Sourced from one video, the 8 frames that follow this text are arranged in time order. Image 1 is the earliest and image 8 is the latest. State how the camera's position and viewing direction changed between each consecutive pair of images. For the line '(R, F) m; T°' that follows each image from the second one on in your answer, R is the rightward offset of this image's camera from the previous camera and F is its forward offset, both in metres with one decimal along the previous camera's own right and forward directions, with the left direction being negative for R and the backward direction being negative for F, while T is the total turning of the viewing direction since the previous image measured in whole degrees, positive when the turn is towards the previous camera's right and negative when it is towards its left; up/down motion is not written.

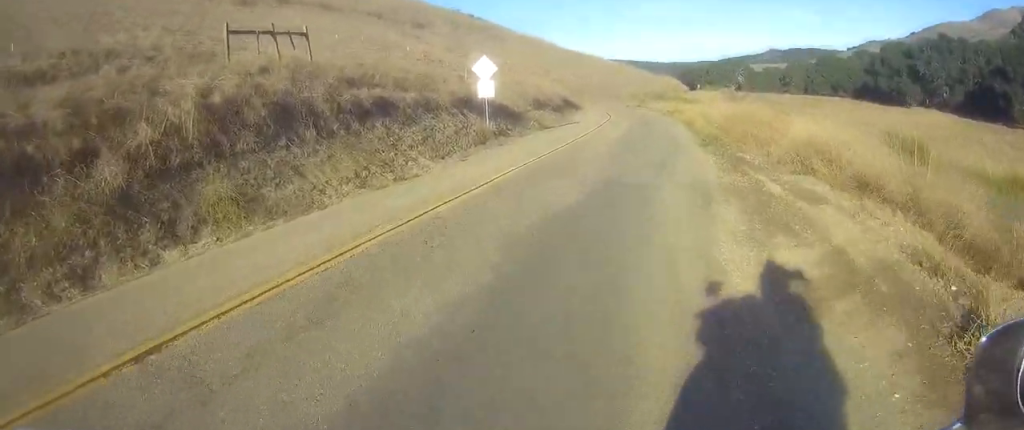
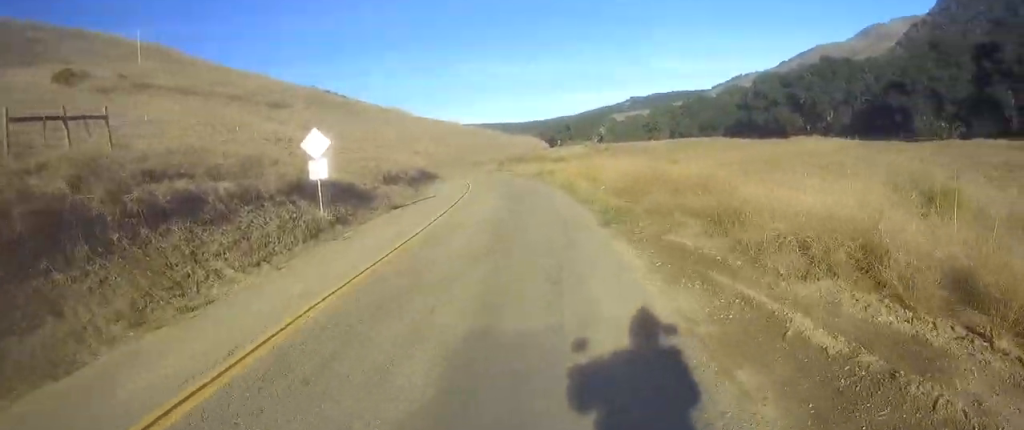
(+2.2, +4.3) m; +32°
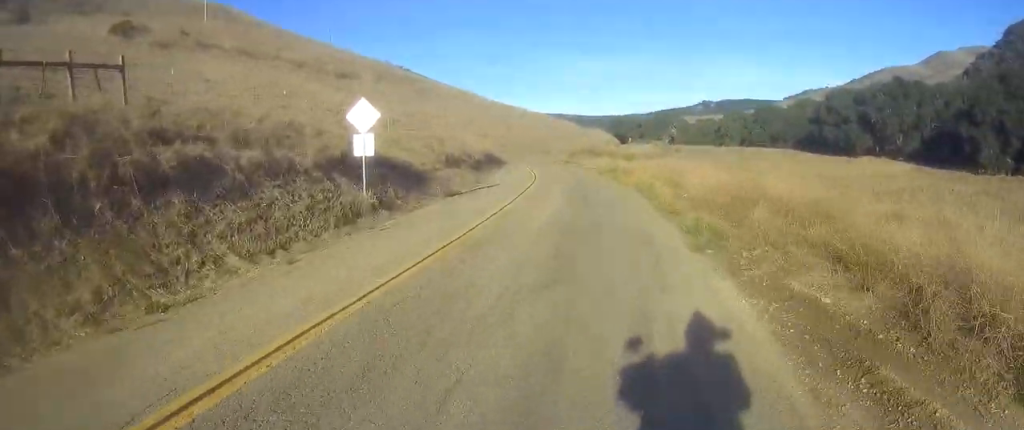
(-0.1, +2.8) m; +6°
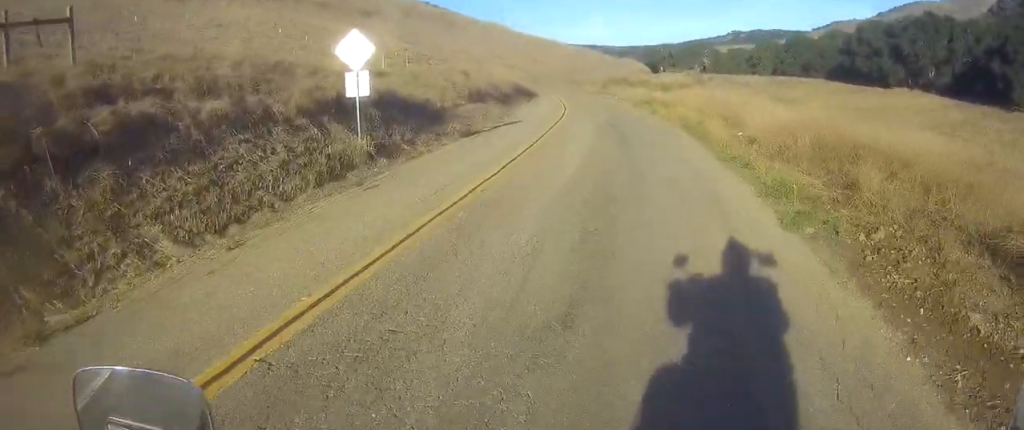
(+0.3, +2.8) m; +6°
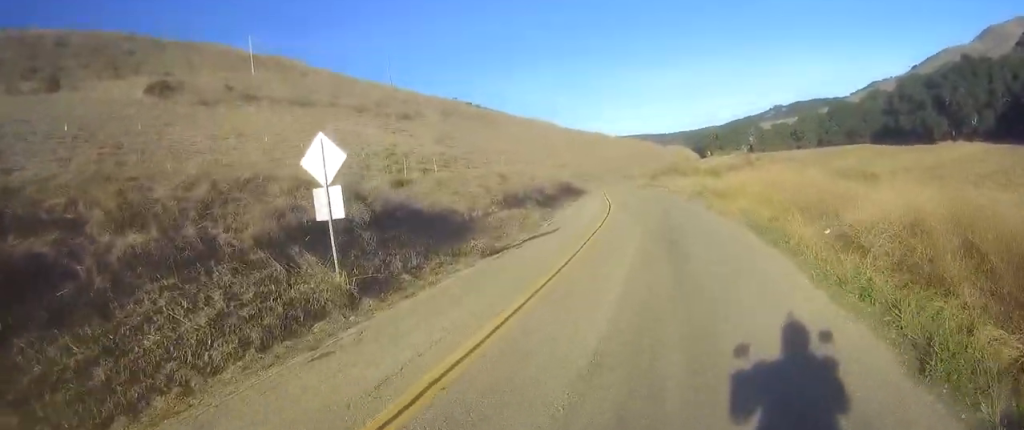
(+0.3, +3.2) m; +5°
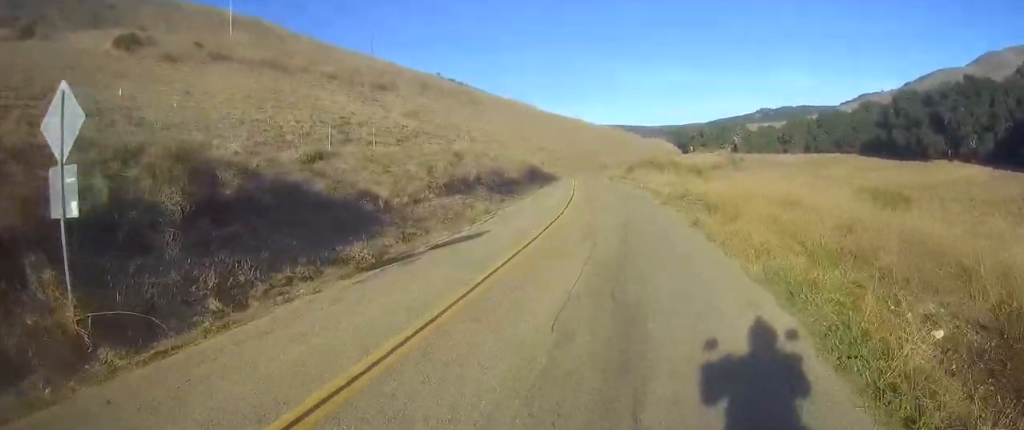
(-0.1, +5.4) m; -5°
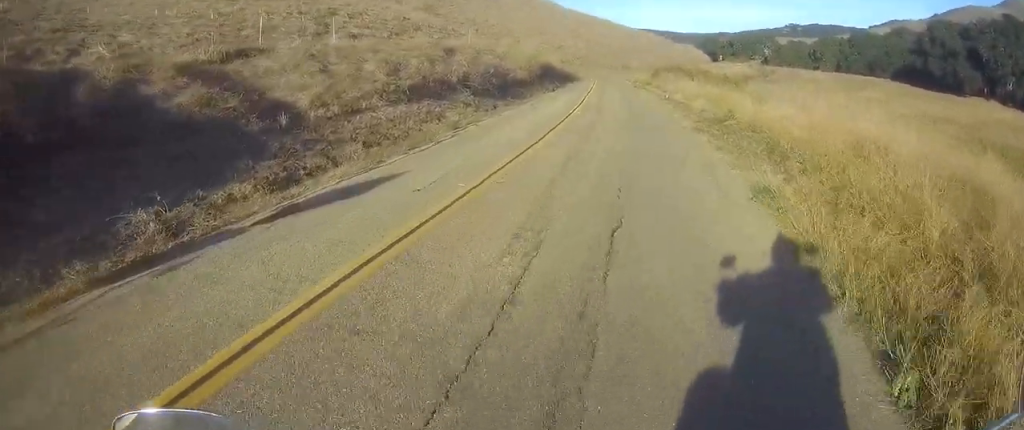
(-0.6, +7.9) m; -7°
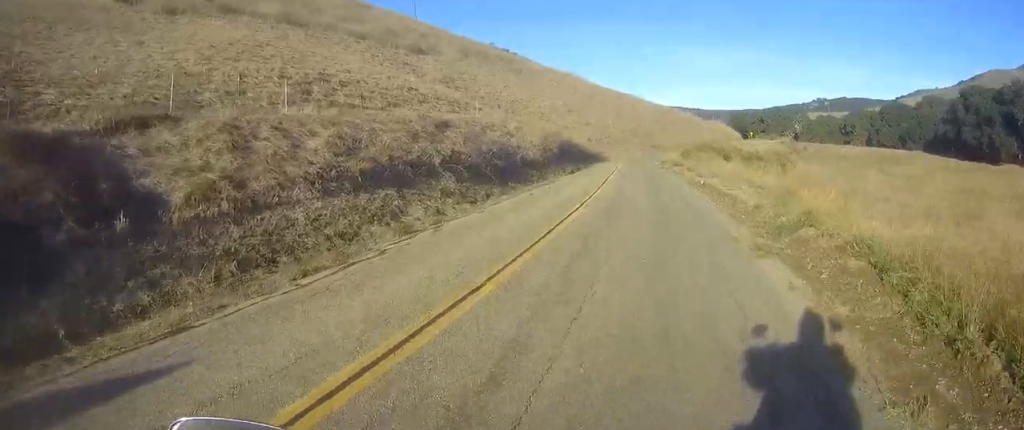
(-0.4, +6.5) m; -1°
